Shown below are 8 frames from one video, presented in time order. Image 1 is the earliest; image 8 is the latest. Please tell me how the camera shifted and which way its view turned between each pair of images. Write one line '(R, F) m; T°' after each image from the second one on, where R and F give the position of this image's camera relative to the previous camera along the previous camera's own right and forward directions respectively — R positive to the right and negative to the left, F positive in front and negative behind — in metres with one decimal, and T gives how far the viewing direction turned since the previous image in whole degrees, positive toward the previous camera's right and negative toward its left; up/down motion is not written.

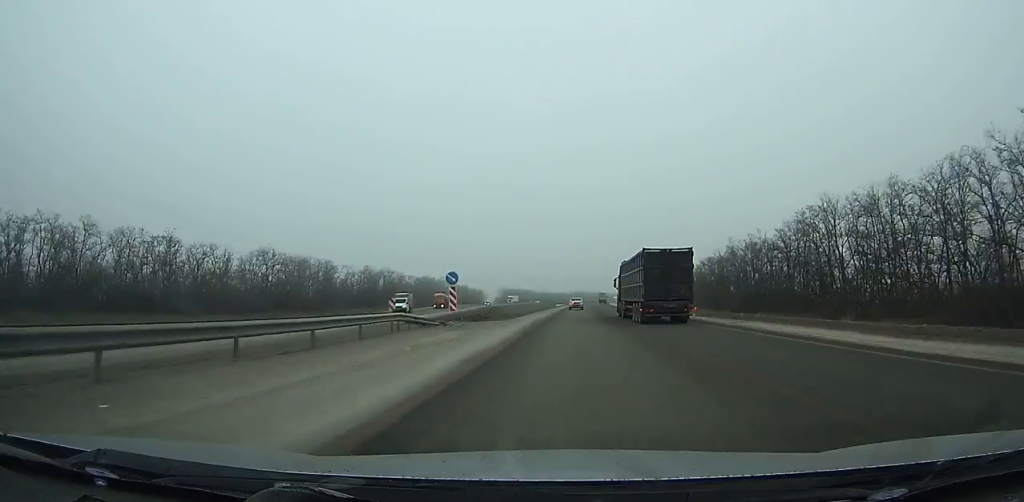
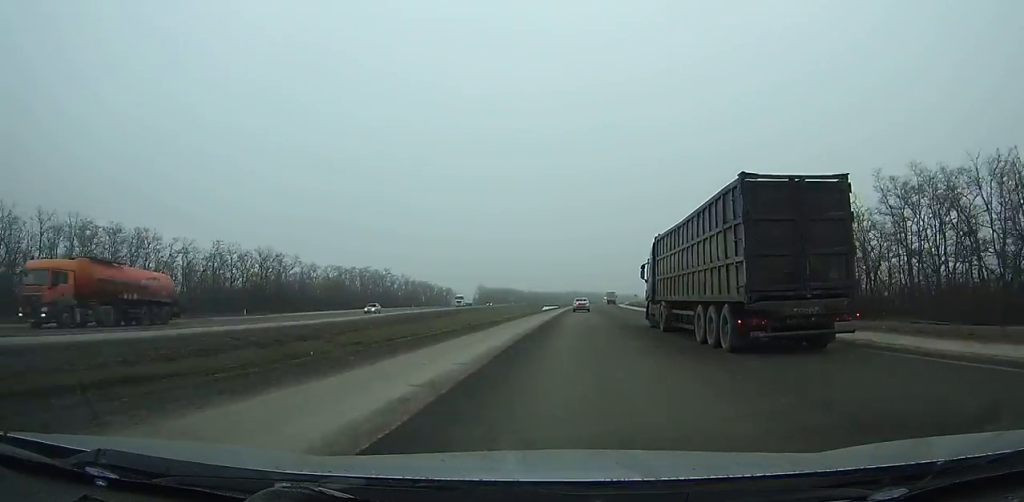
(+0.8, +62.2) m; +2°
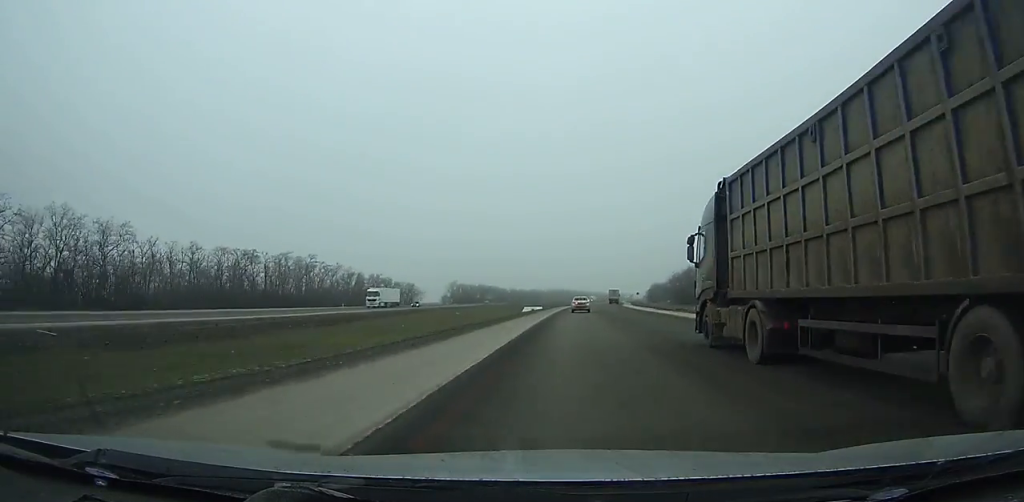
(-0.2, +45.6) m; +1°
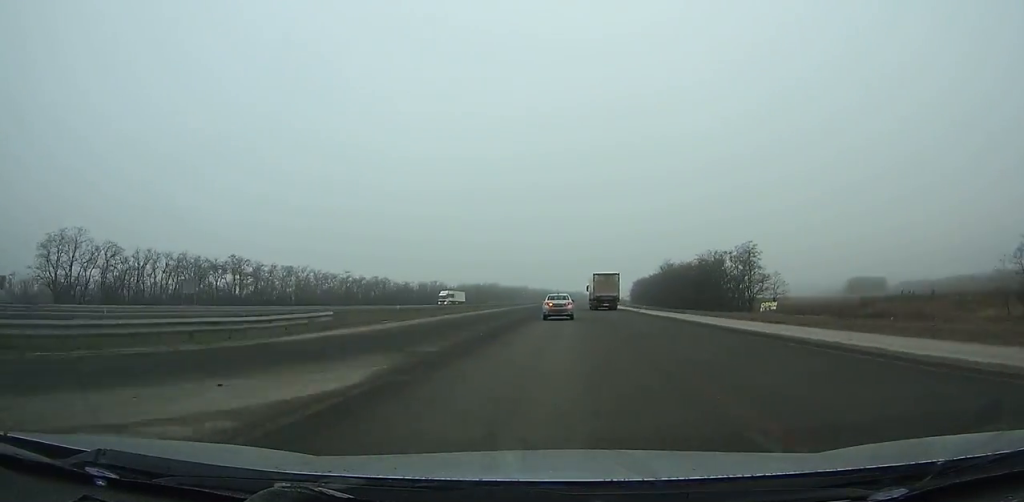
(+8.6, +197.3) m; +3°
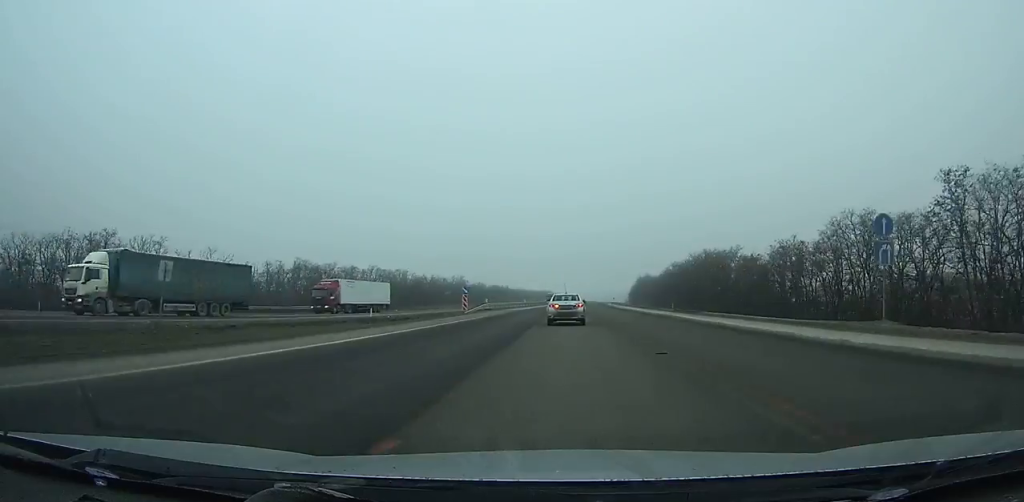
(+3.1, +179.2) m; +3°
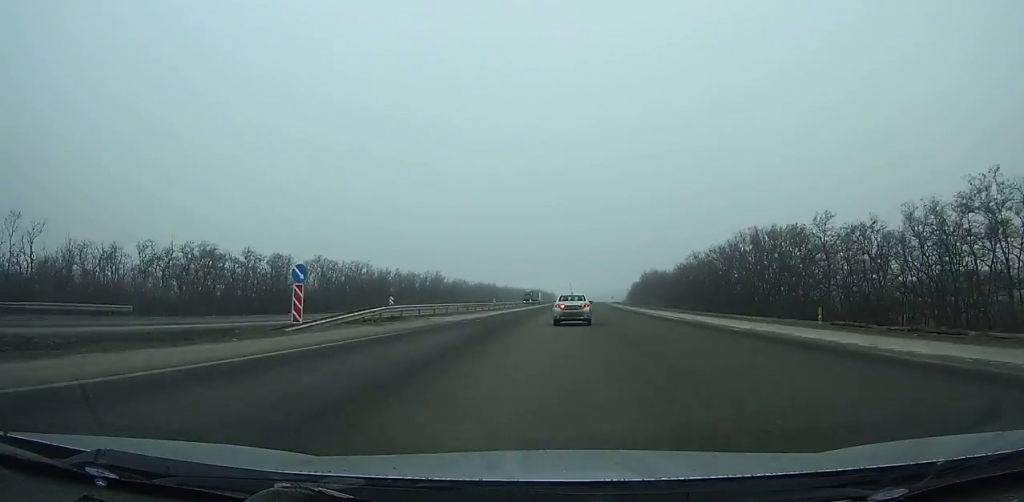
(+0.7, +38.2) m; +1°
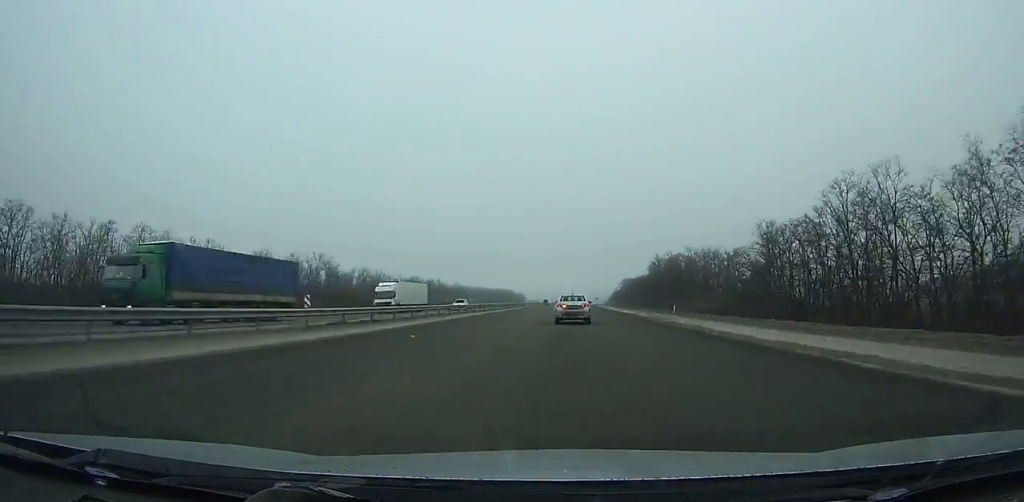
(+1.8, +93.9) m; +2°
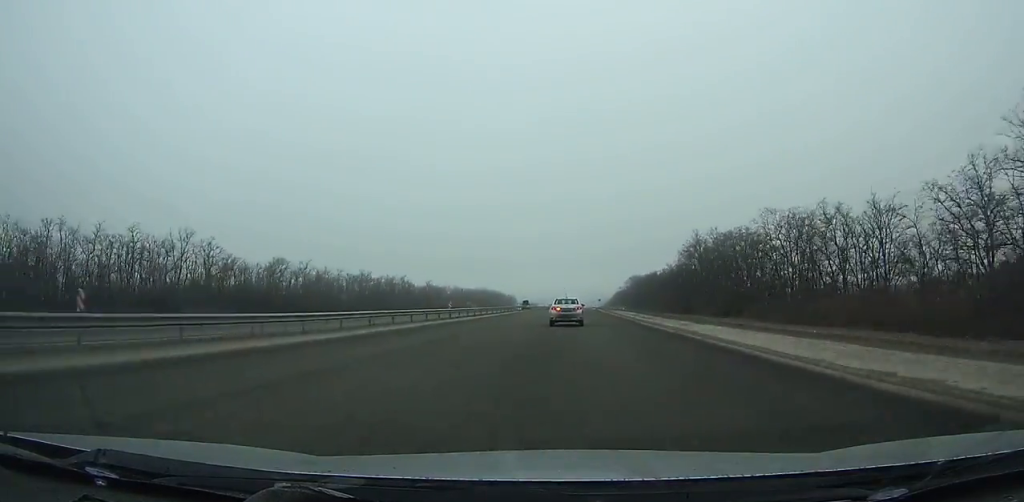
(+0.4, +52.8) m; +1°
